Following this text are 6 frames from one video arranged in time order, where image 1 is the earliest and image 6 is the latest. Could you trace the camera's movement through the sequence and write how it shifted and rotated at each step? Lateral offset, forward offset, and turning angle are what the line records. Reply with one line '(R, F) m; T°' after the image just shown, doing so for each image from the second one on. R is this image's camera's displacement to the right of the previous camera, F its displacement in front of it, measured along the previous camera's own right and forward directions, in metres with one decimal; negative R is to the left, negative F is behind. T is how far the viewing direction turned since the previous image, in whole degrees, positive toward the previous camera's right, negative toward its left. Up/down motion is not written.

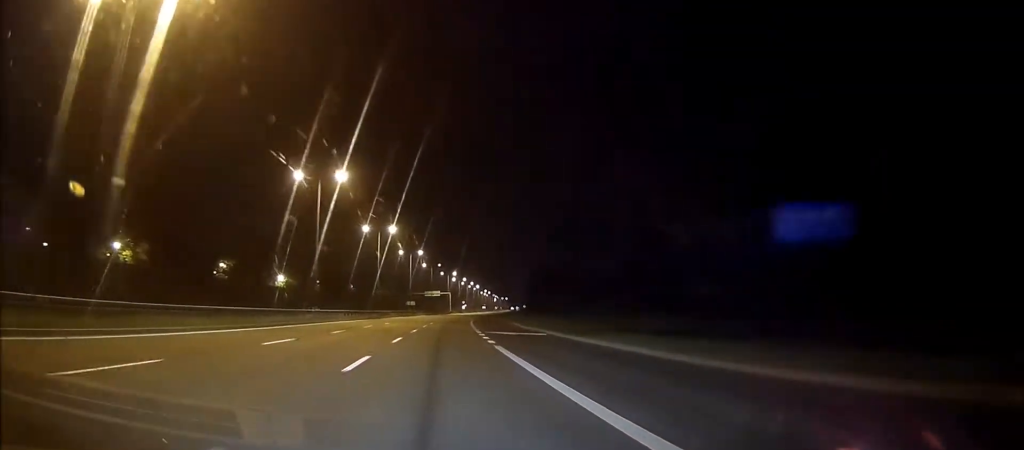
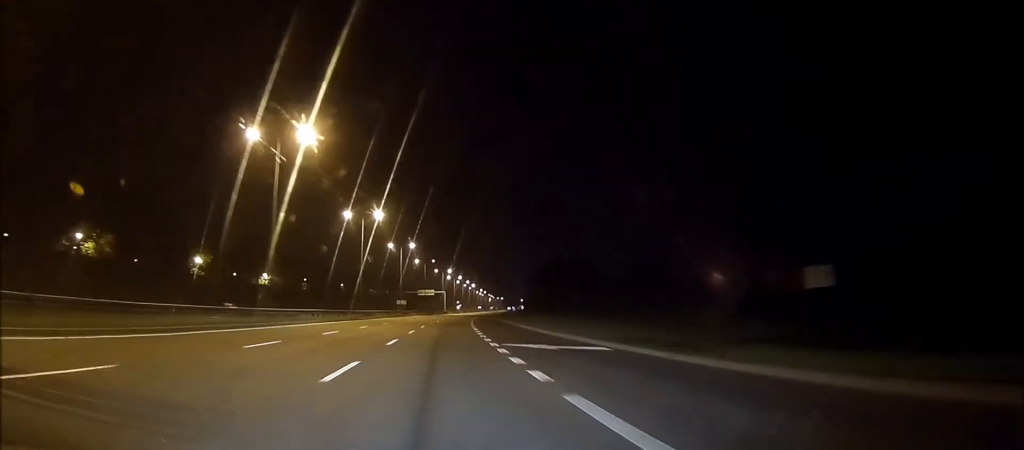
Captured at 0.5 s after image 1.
(+0.1, +13.9) m; 0°
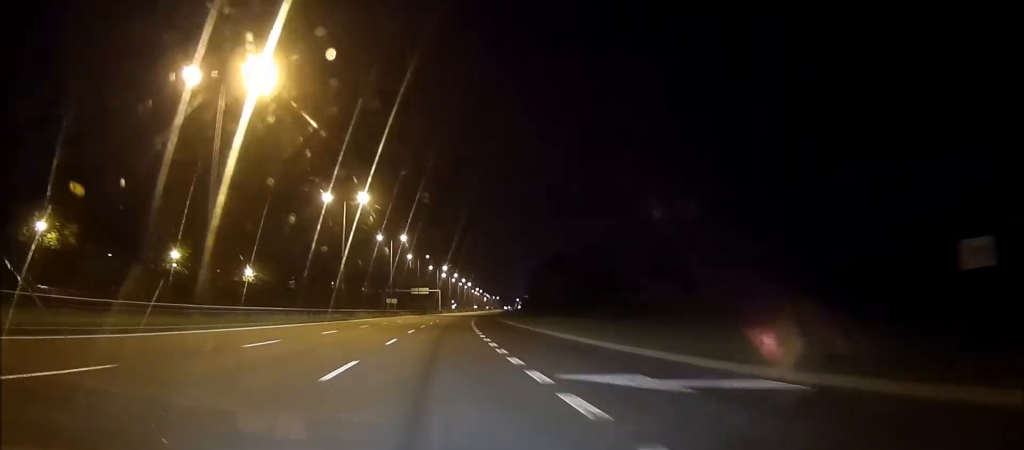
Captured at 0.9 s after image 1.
(0.0, +11.9) m; 0°
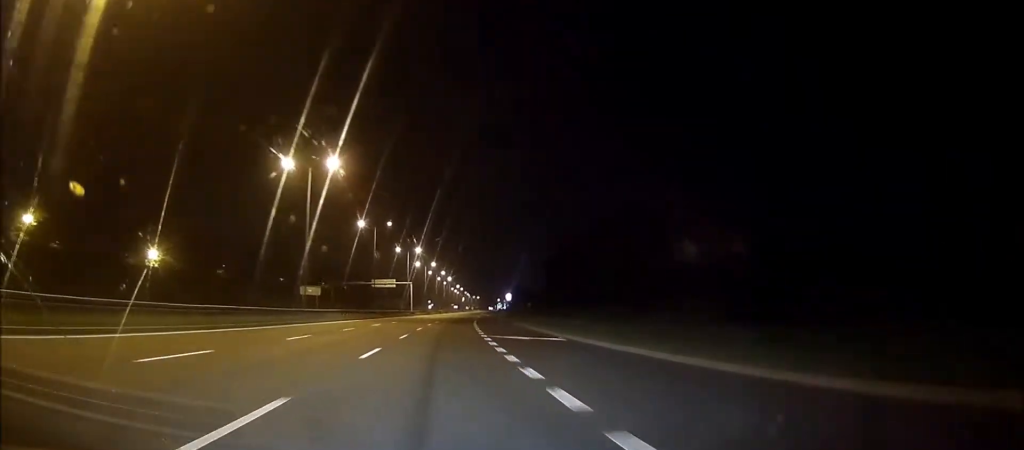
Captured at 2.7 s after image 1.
(+1.0, +54.7) m; +2°
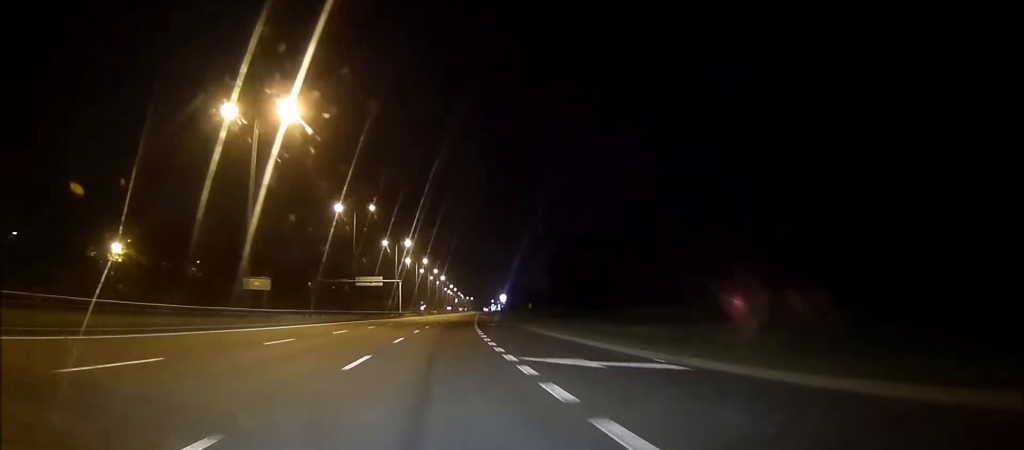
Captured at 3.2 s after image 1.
(+0.1, +15.0) m; +1°
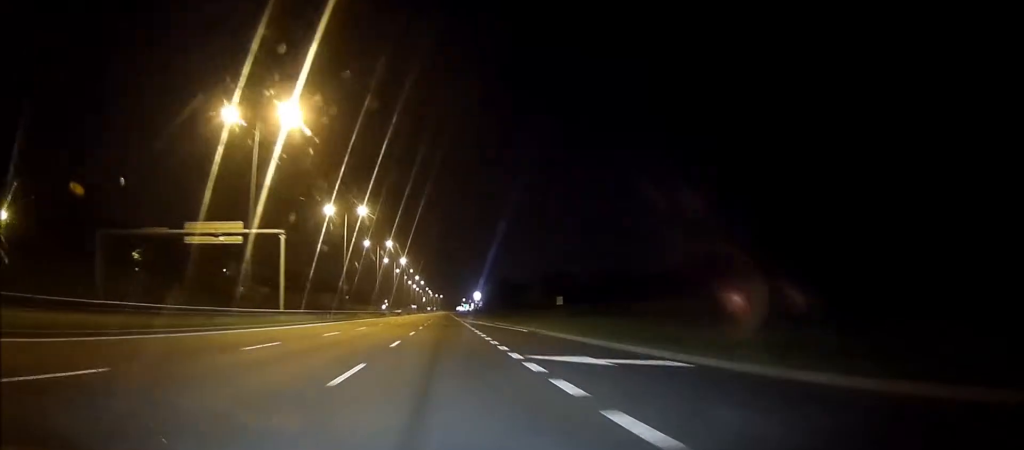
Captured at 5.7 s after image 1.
(+1.1, +75.1) m; +1°
